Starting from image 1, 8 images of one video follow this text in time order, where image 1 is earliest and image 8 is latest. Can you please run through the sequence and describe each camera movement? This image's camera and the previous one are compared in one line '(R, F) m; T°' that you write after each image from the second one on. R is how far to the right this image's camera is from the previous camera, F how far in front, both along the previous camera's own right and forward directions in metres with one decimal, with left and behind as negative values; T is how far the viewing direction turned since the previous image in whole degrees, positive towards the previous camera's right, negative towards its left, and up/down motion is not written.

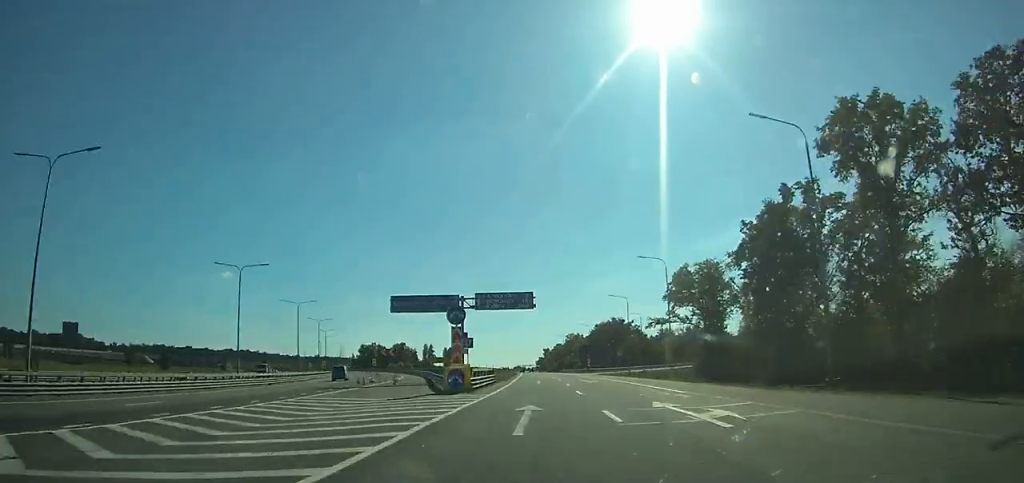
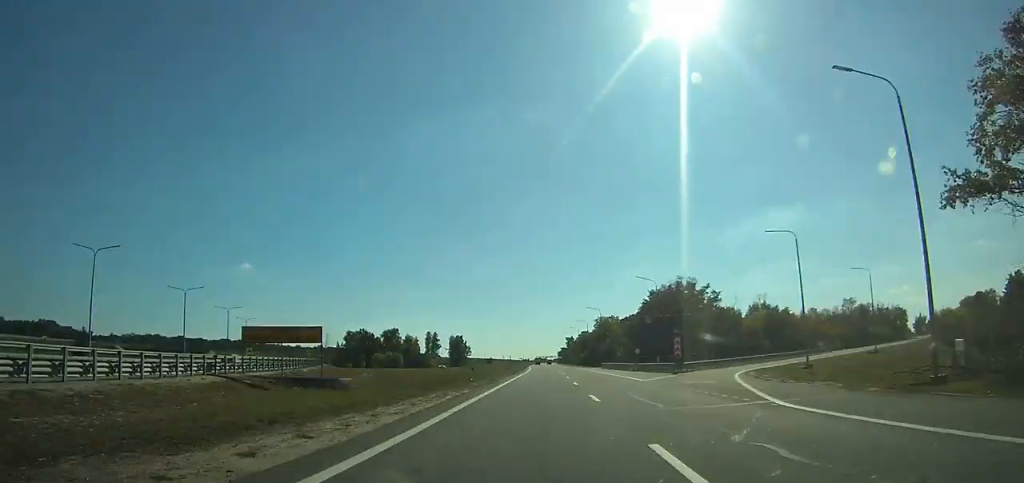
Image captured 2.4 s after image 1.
(-0.6, +65.3) m; -1°
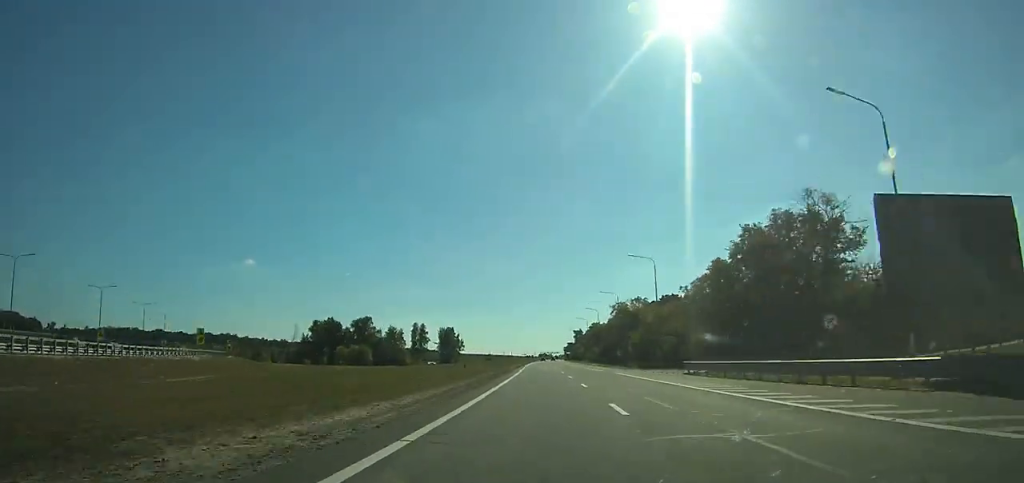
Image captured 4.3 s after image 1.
(-0.5, +51.5) m; -1°
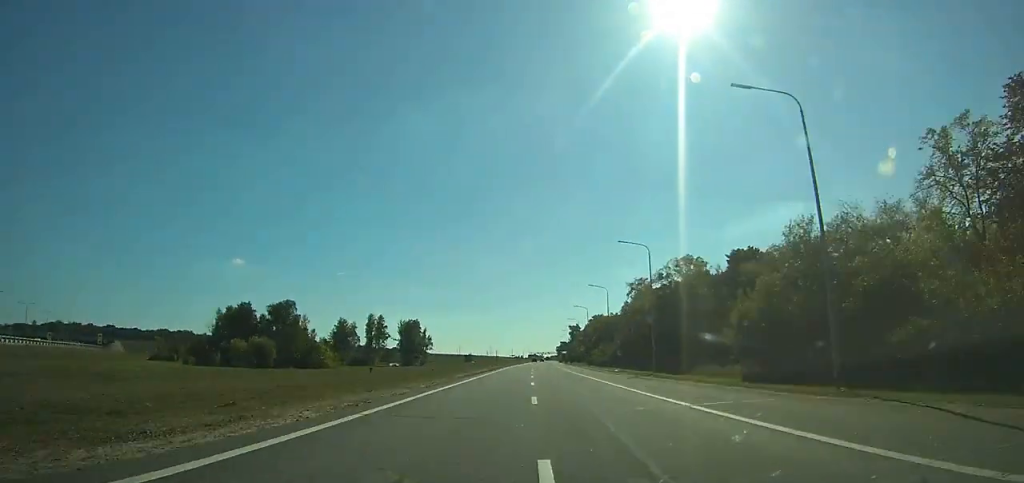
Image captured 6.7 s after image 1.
(-0.1, +65.4) m; 0°
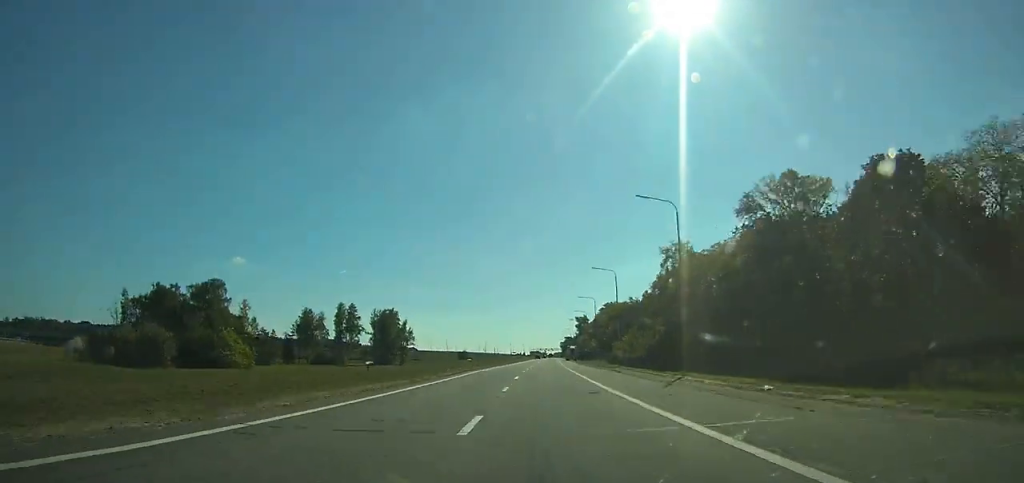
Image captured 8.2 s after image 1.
(0.0, +43.1) m; 0°
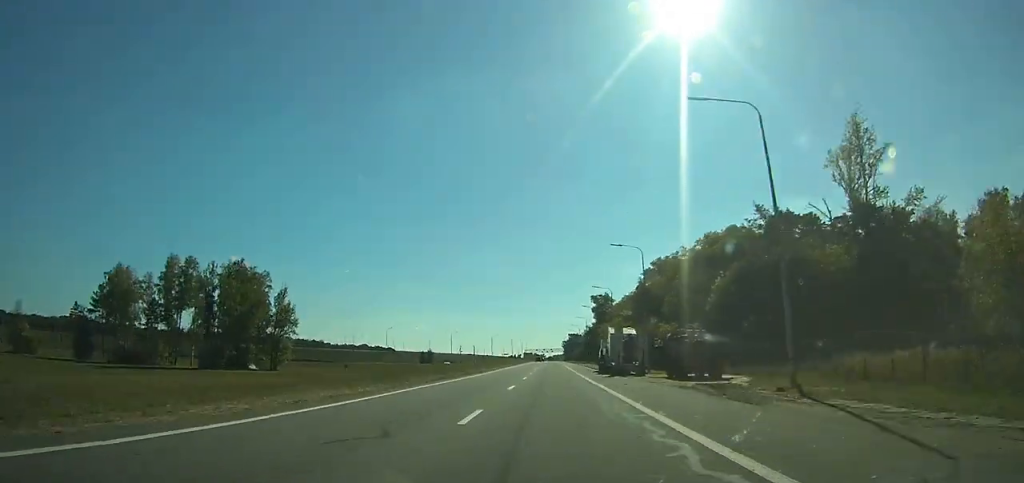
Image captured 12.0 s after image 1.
(+0.2, +109.1) m; 0°
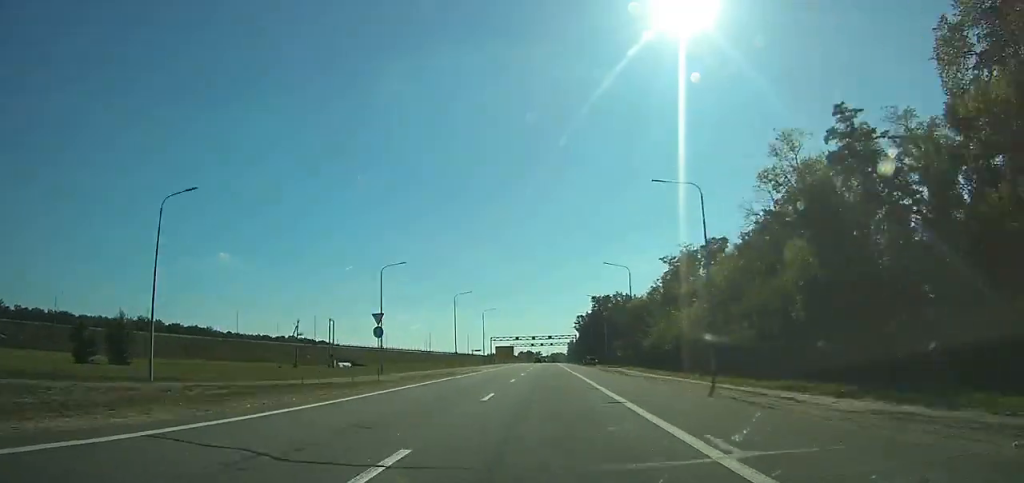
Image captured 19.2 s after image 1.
(+0.6, +196.8) m; 0°
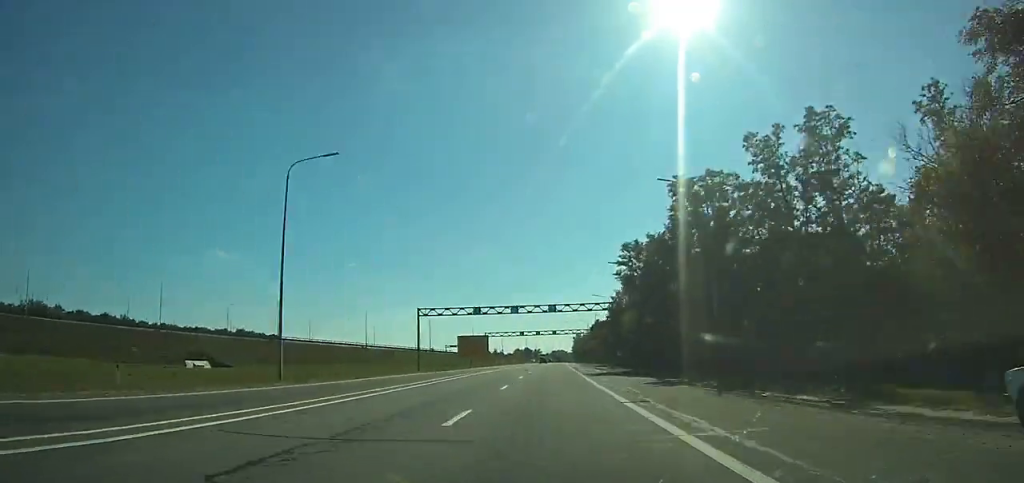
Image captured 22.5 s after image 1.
(+0.1, +88.7) m; 0°
